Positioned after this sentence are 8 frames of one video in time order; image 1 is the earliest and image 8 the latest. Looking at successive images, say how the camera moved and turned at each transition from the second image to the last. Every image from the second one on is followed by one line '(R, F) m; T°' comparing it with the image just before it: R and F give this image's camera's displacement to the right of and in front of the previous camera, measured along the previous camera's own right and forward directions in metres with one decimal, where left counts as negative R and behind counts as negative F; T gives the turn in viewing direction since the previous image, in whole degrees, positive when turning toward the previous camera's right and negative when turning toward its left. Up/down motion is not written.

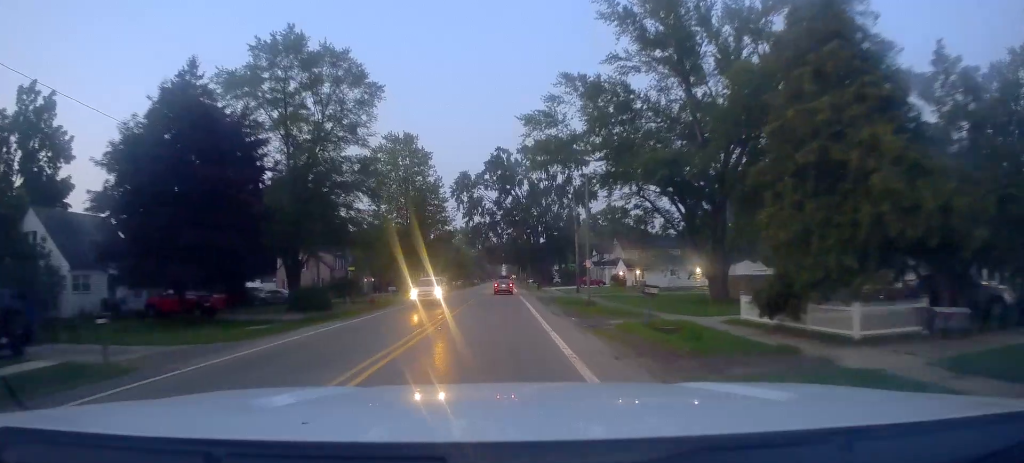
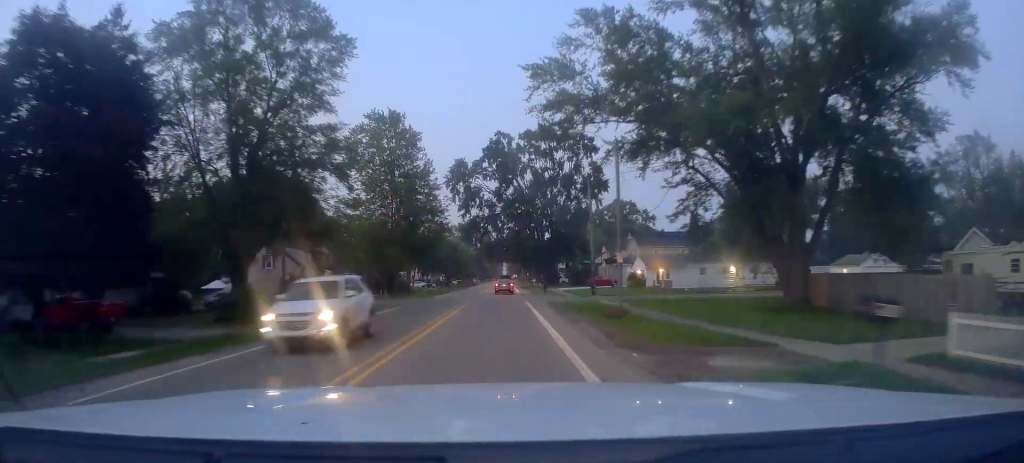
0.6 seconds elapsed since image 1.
(-0.2, +11.1) m; 0°
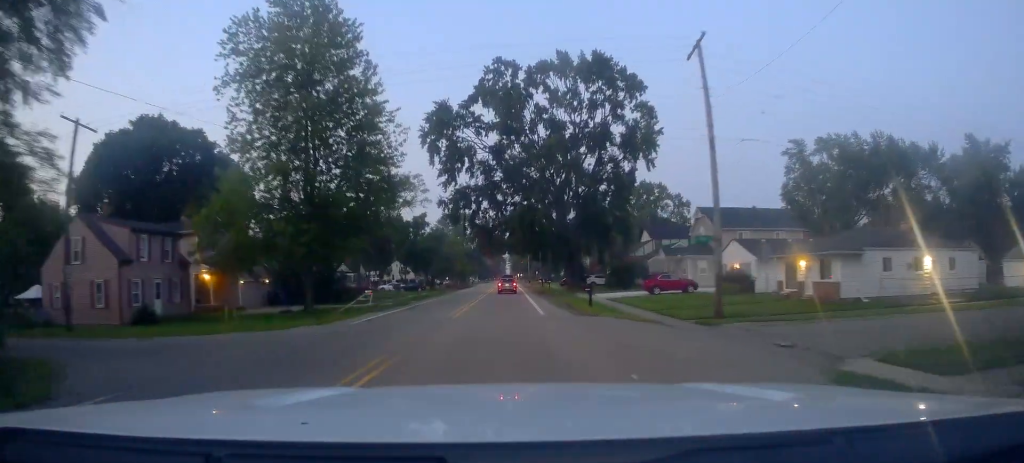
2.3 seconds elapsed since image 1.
(+0.6, +32.2) m; -1°
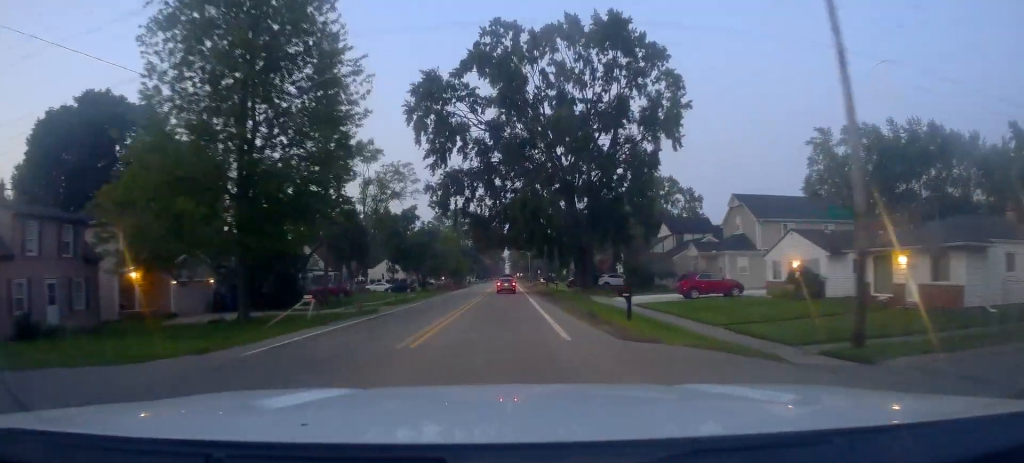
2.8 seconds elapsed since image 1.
(-0.2, +10.0) m; -1°
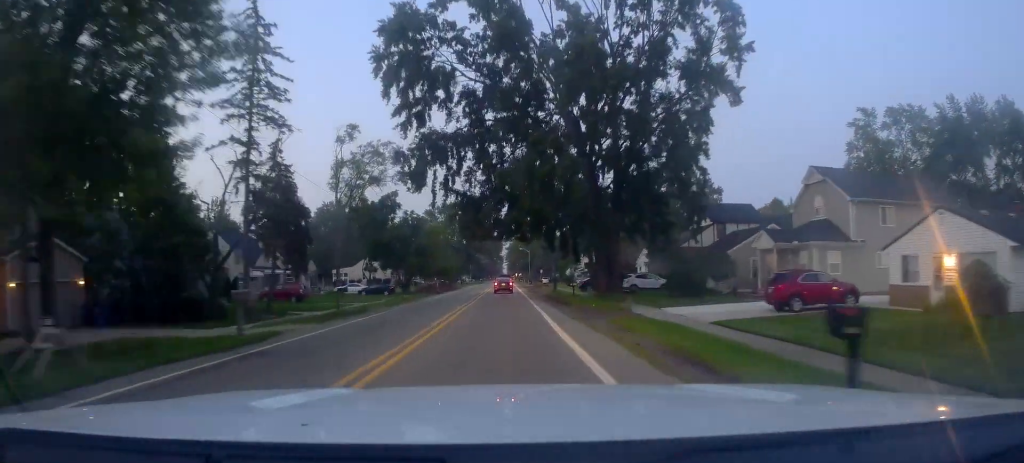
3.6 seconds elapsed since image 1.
(-0.5, +14.3) m; 0°
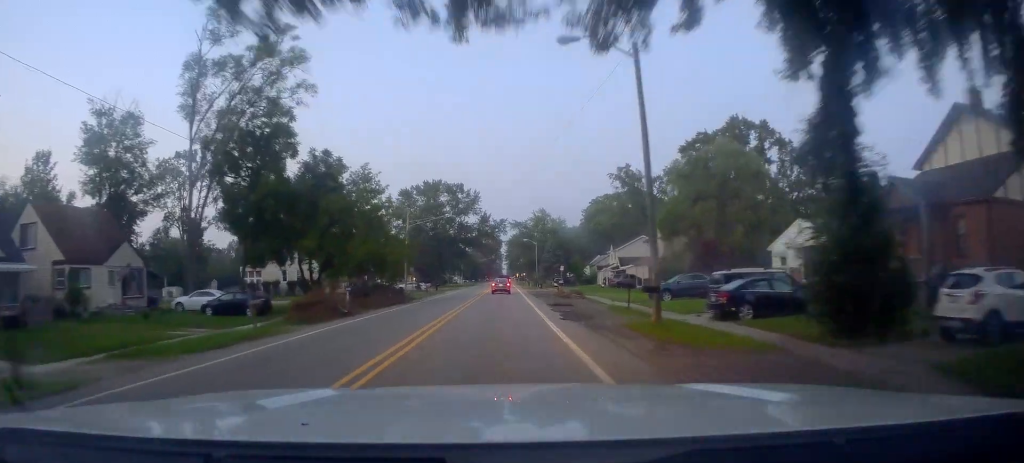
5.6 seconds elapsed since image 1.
(+0.1, +38.2) m; 0°
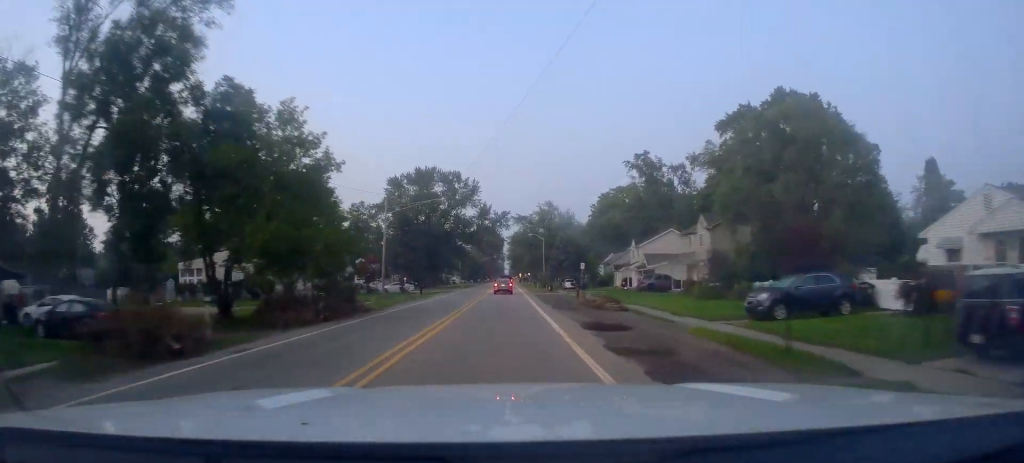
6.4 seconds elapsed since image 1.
(+0.6, +14.8) m; +1°
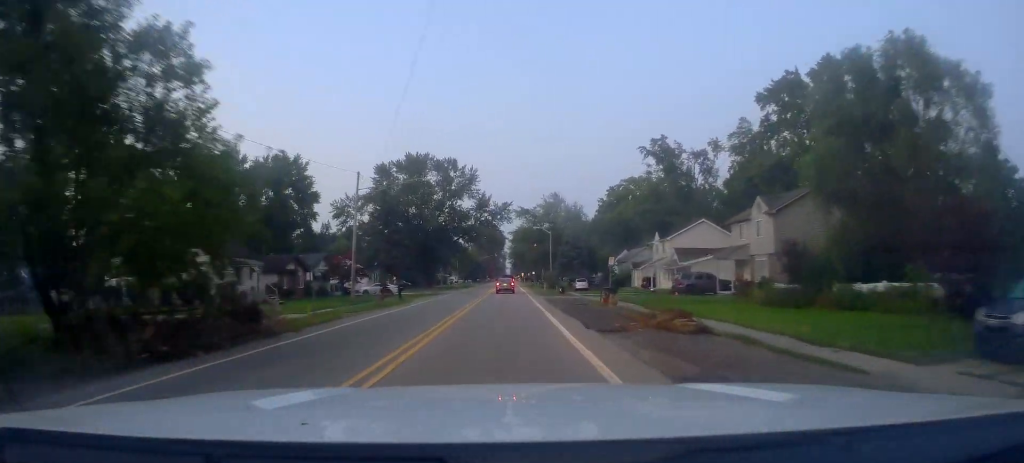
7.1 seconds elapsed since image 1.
(-0.2, +12.1) m; 0°
